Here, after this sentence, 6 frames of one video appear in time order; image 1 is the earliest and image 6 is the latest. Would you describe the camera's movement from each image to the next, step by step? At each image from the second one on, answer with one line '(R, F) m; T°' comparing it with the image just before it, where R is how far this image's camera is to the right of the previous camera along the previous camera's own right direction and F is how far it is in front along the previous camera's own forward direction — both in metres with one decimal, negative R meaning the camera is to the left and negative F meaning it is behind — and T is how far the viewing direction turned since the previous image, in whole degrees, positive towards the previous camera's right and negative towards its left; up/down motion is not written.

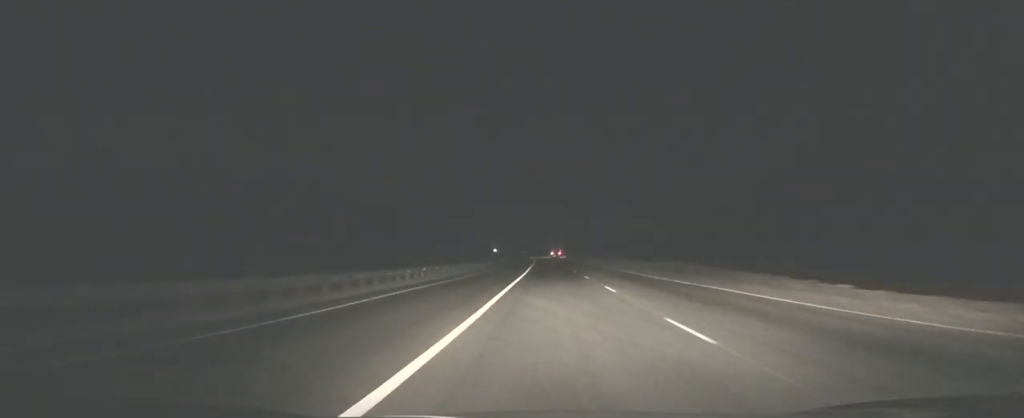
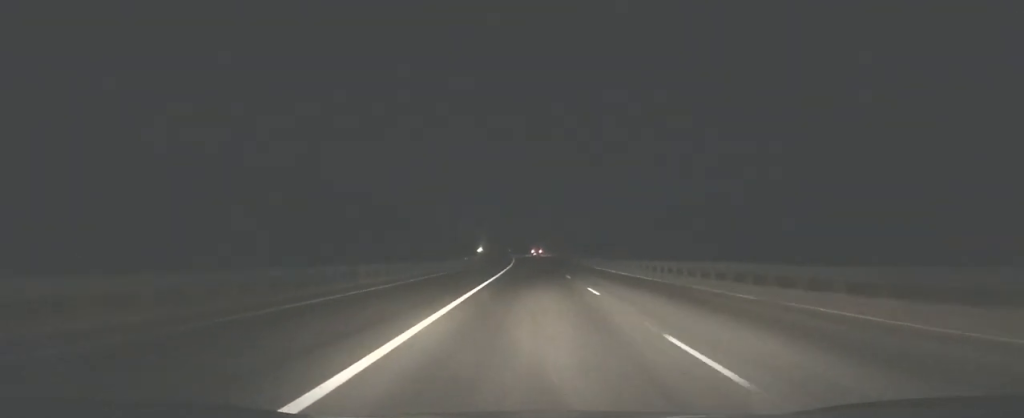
(+0.6, +39.3) m; 0°
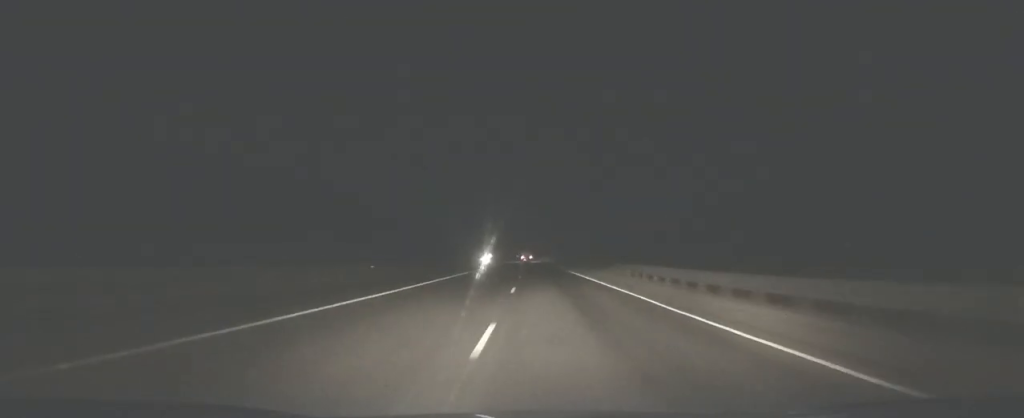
(-0.3, +81.0) m; -1°
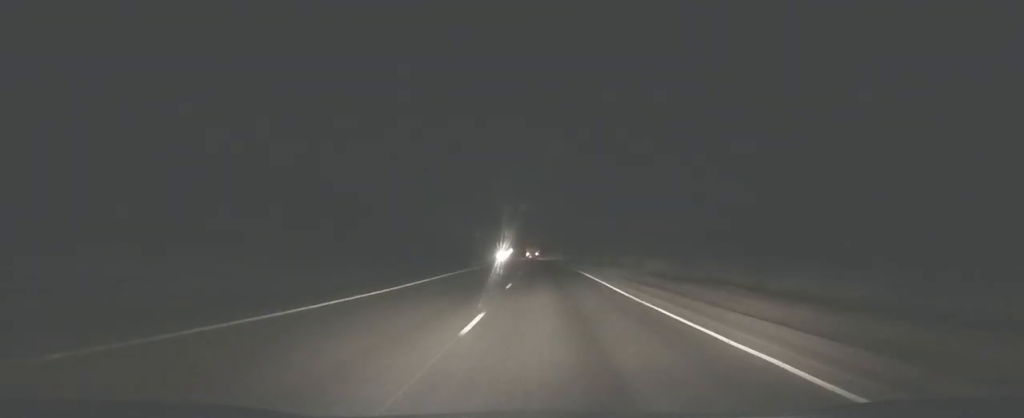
(-1.7, +80.0) m; -2°
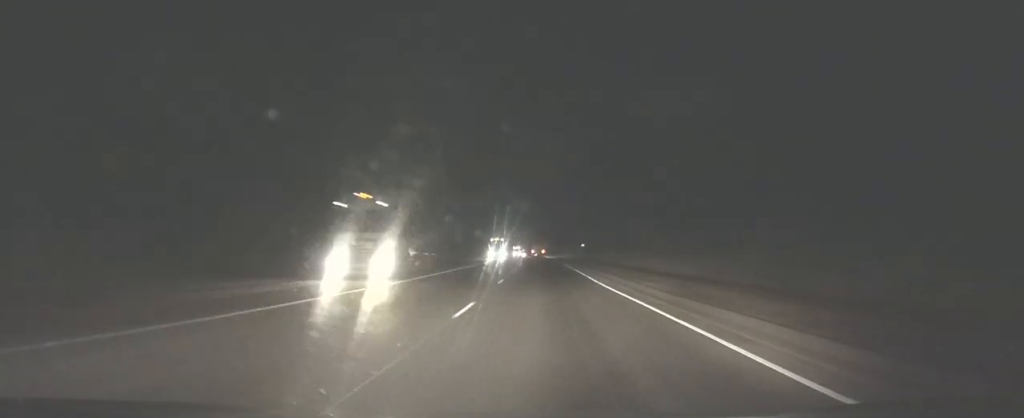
(-5.2, +151.4) m; -3°
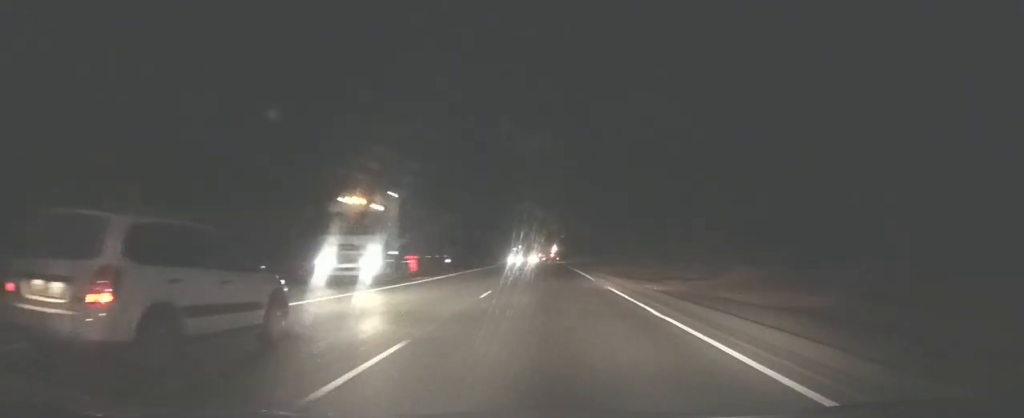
(-1.0, +127.5) m; -1°
